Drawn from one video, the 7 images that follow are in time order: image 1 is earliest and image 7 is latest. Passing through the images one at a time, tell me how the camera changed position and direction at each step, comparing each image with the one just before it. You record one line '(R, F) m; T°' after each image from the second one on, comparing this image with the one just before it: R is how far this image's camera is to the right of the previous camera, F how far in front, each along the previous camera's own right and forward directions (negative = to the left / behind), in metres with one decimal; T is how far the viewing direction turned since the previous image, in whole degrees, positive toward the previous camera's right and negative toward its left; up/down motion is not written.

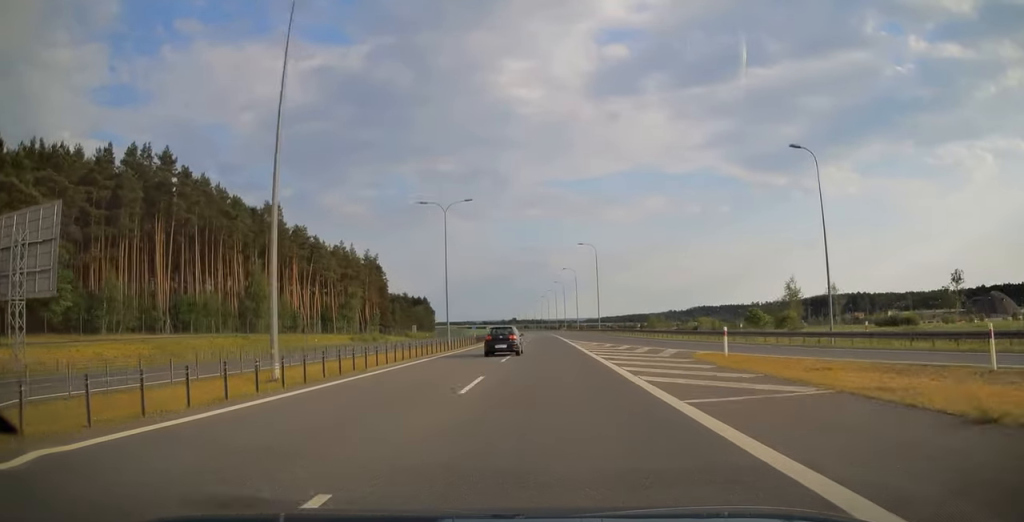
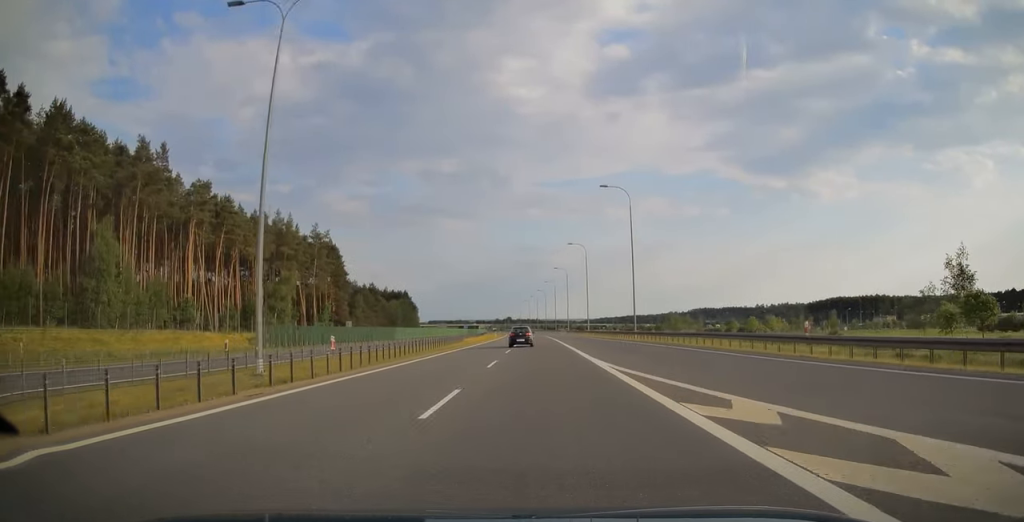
(0.0, +39.9) m; 0°
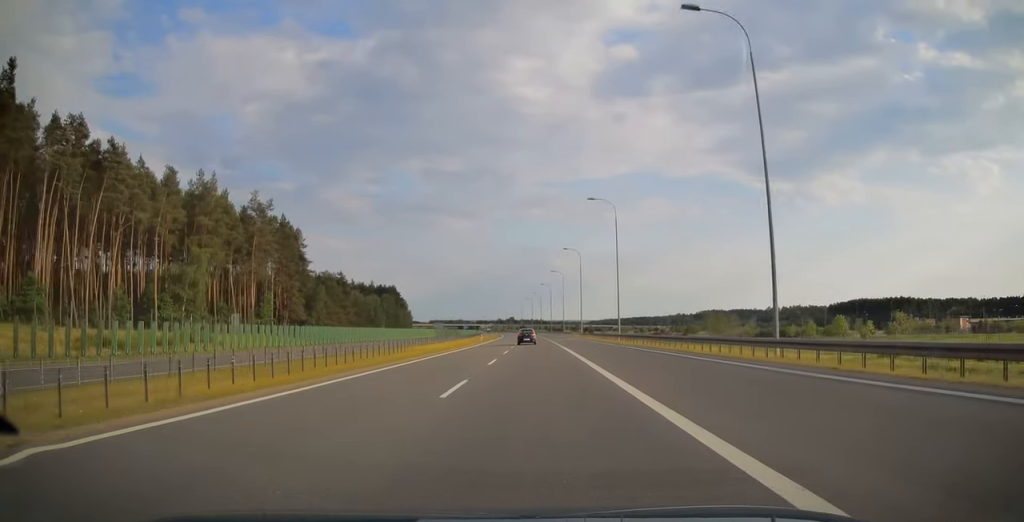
(+0.2, +33.3) m; 0°
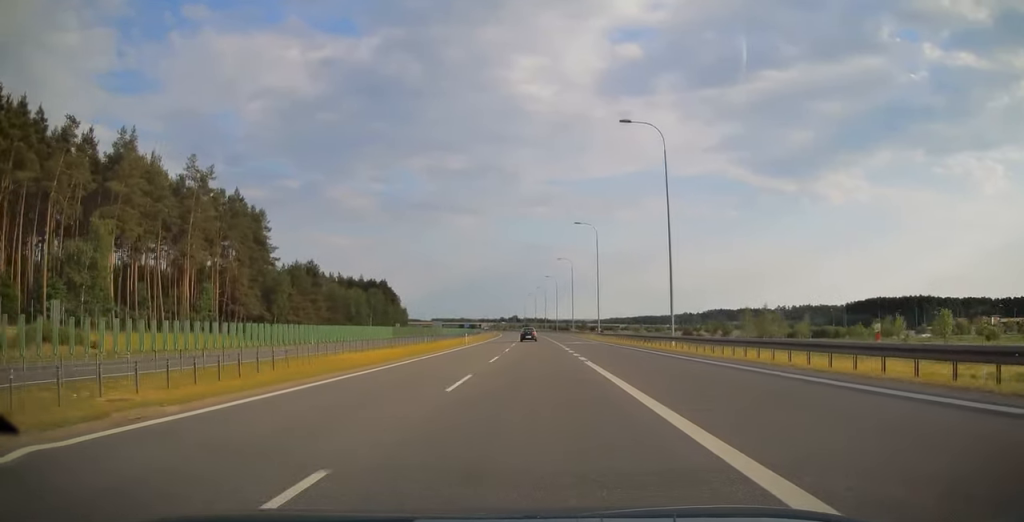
(-0.1, +23.0) m; 0°
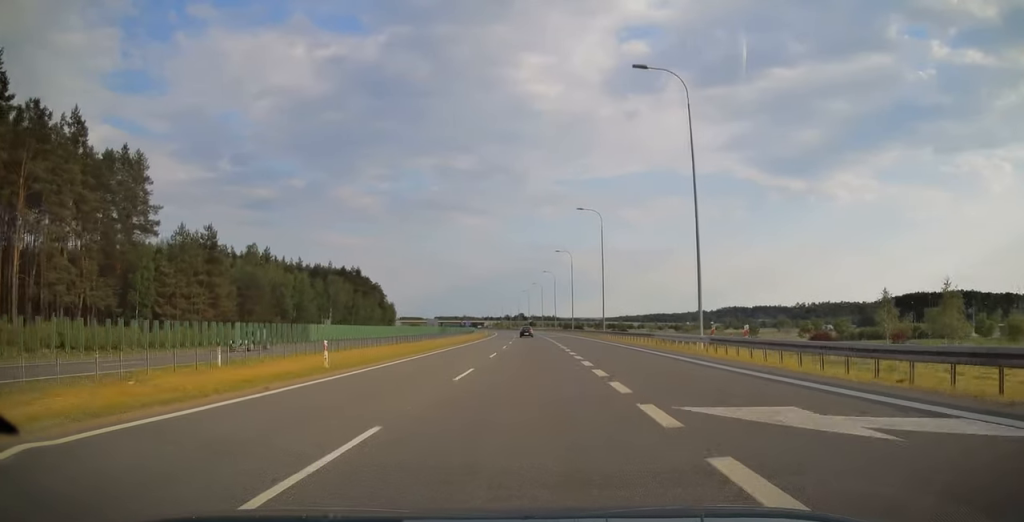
(-0.2, +46.0) m; -1°
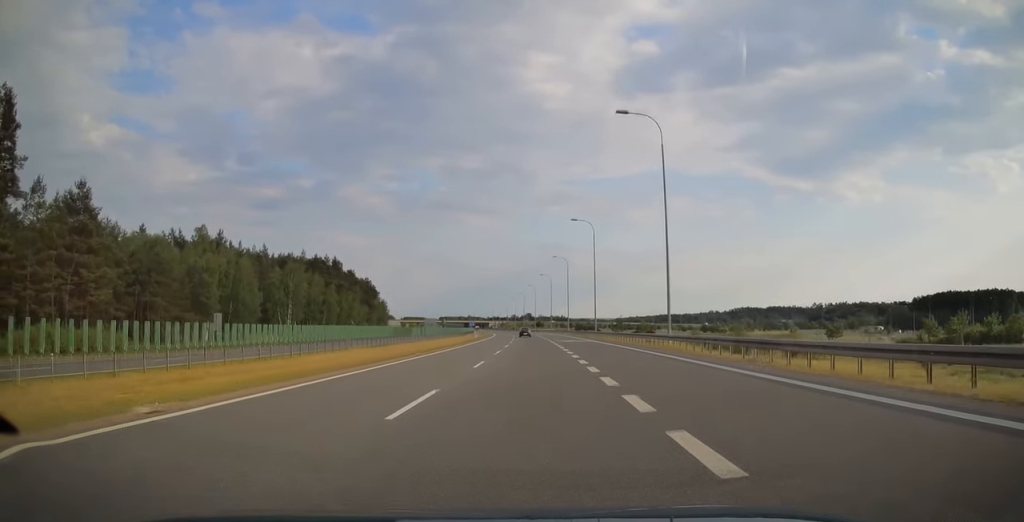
(-0.1, +31.2) m; -1°
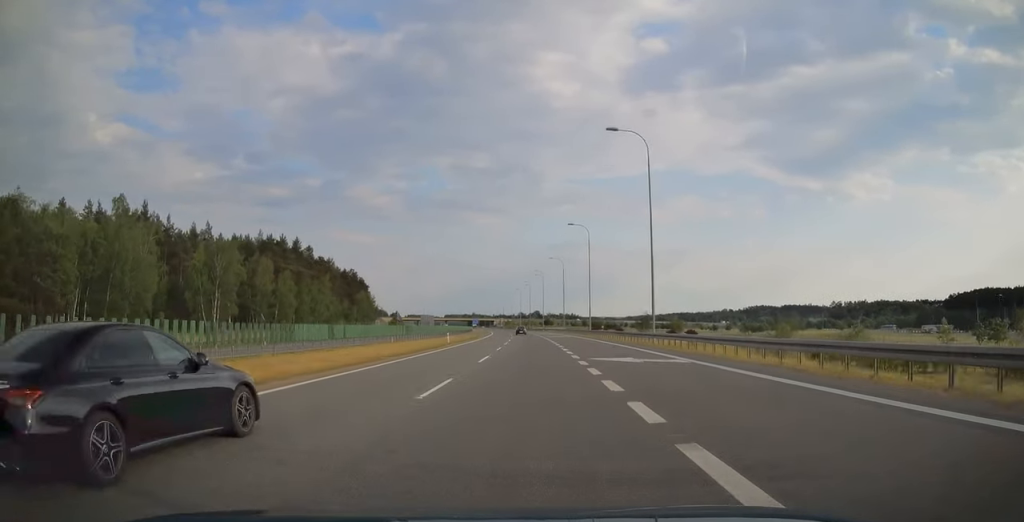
(-0.3, +33.9) m; -1°
